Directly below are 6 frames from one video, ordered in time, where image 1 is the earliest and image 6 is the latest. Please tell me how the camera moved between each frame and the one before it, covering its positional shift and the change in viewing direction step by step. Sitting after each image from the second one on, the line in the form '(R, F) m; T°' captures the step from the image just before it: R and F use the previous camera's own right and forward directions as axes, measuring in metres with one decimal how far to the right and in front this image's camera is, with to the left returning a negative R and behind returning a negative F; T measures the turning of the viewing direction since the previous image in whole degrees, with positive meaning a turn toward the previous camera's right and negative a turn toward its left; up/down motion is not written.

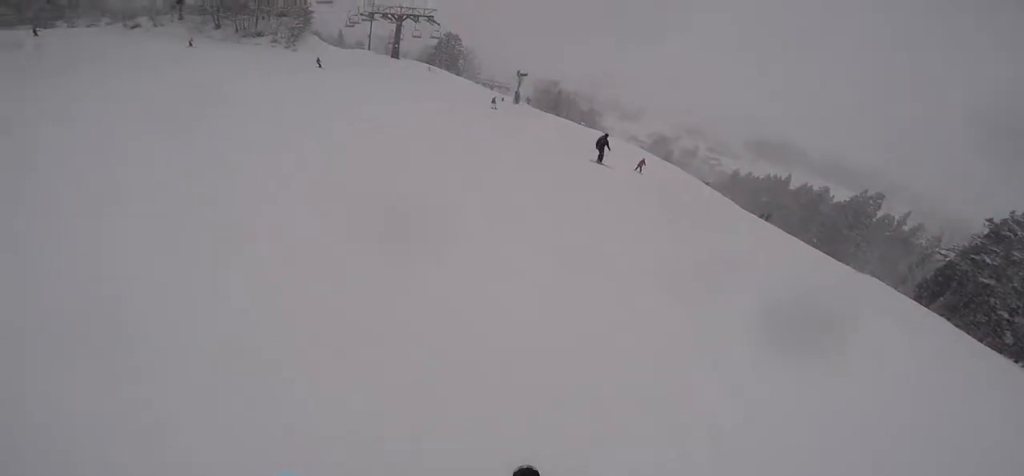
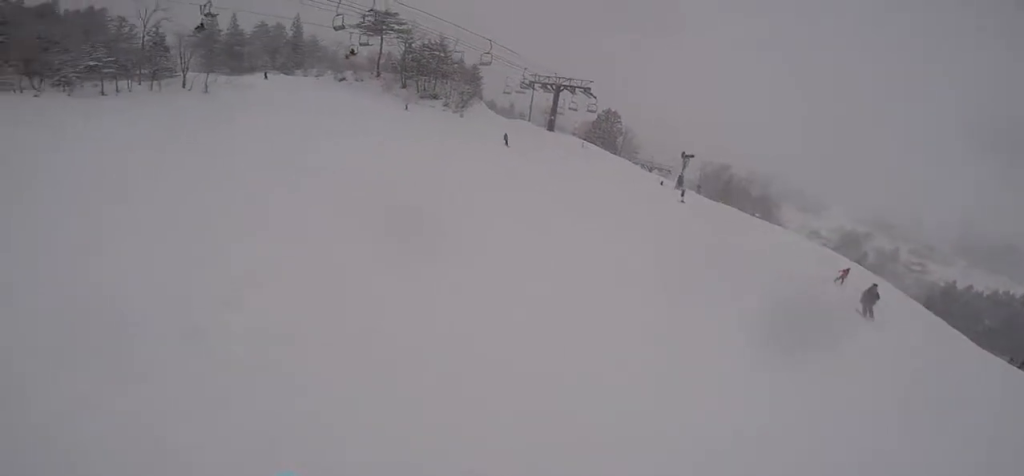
(-0.9, +4.5) m; -20°
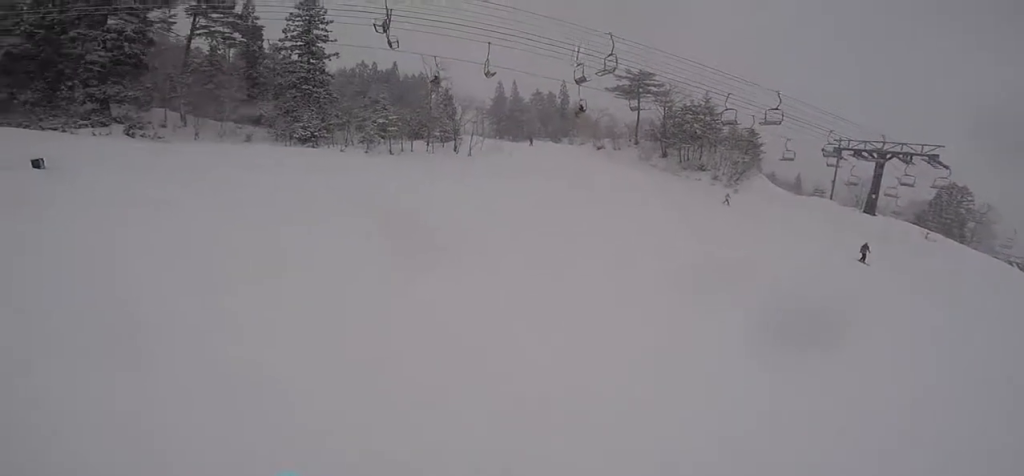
(-1.4, +6.8) m; -22°
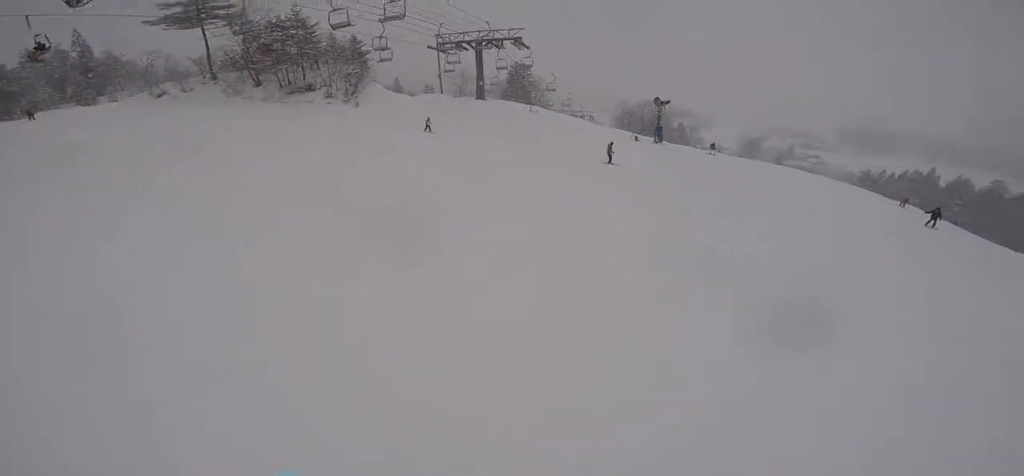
(+2.2, +5.0) m; +64°
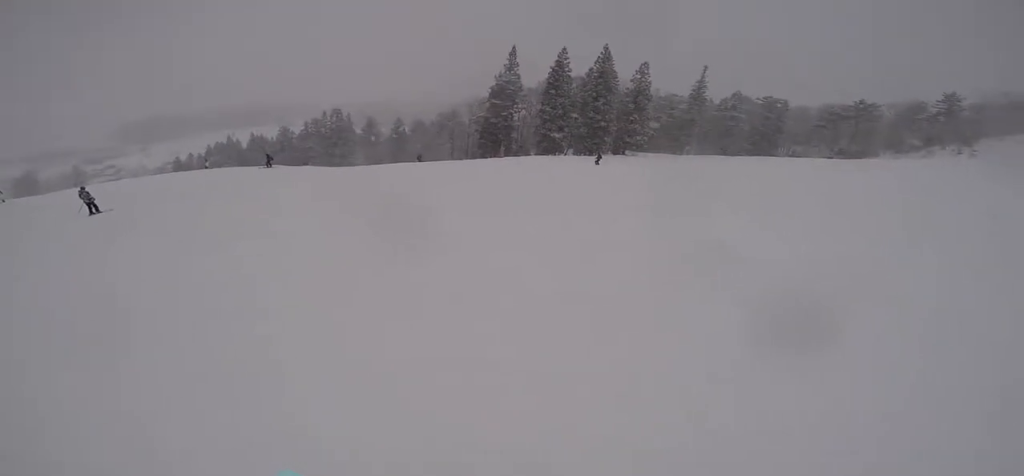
(+3.4, +5.8) m; +55°
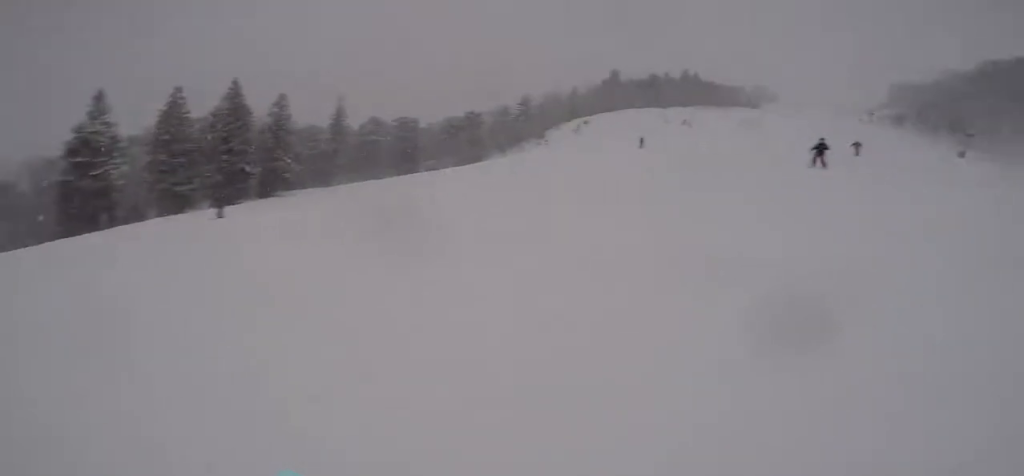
(+0.2, +1.4) m; +4°
